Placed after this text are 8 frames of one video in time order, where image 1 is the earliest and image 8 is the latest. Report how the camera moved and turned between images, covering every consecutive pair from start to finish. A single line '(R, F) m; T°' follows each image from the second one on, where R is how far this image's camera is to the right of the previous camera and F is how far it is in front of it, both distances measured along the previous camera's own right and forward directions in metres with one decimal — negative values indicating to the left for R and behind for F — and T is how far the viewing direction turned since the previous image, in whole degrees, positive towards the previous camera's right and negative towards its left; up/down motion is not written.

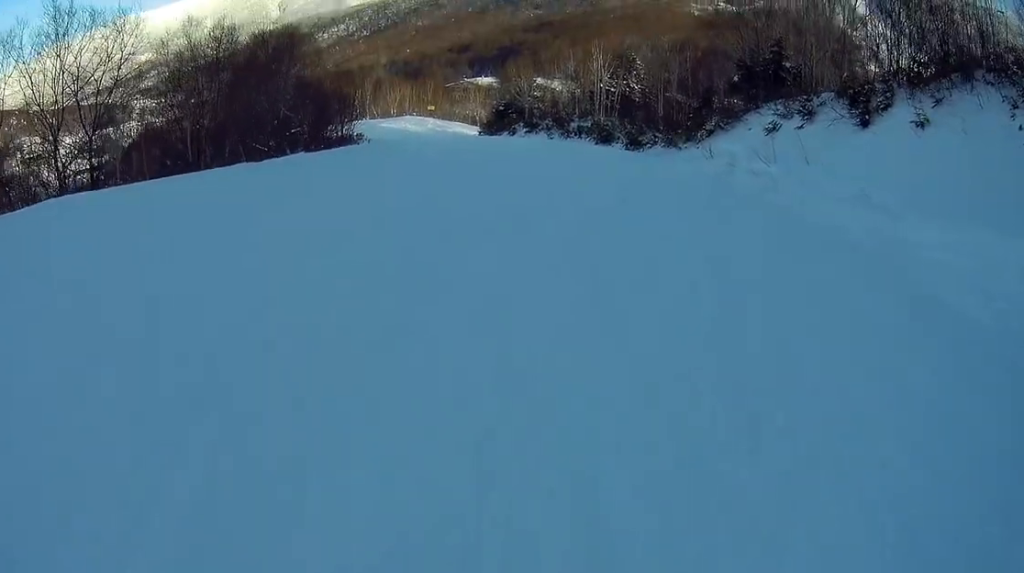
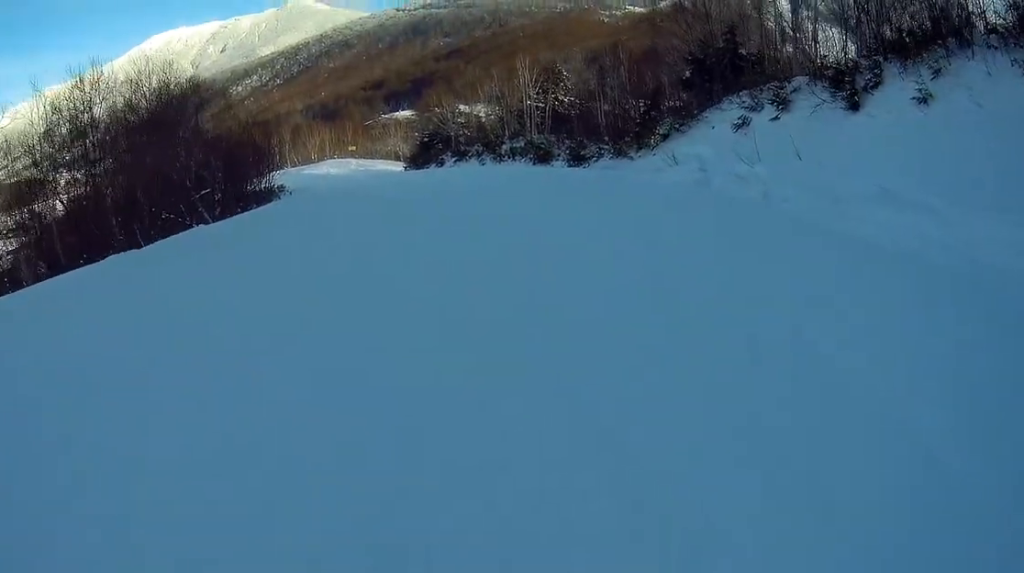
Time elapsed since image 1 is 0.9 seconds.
(+0.5, +4.5) m; +14°
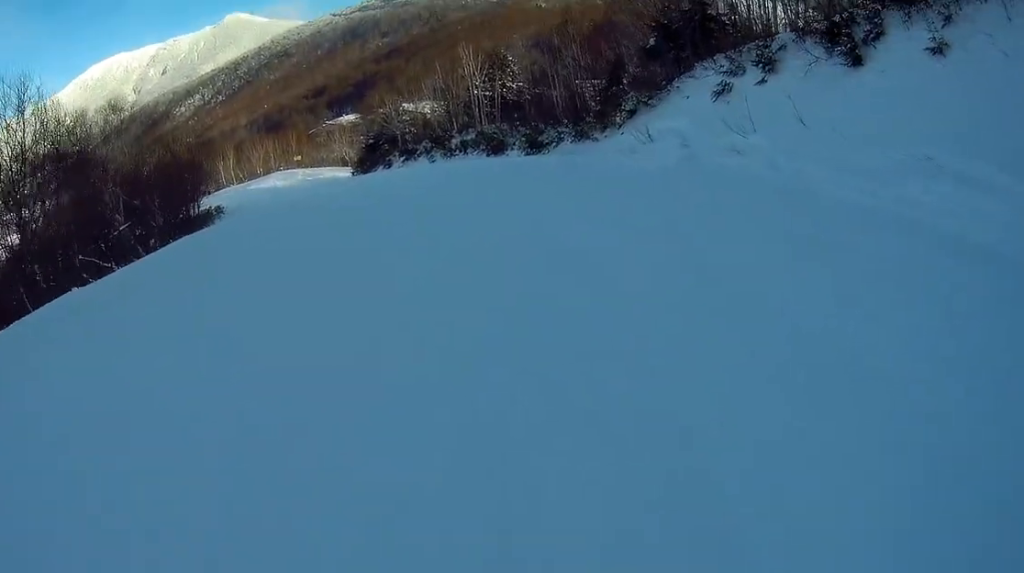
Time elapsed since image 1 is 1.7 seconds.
(+0.7, +4.2) m; +9°
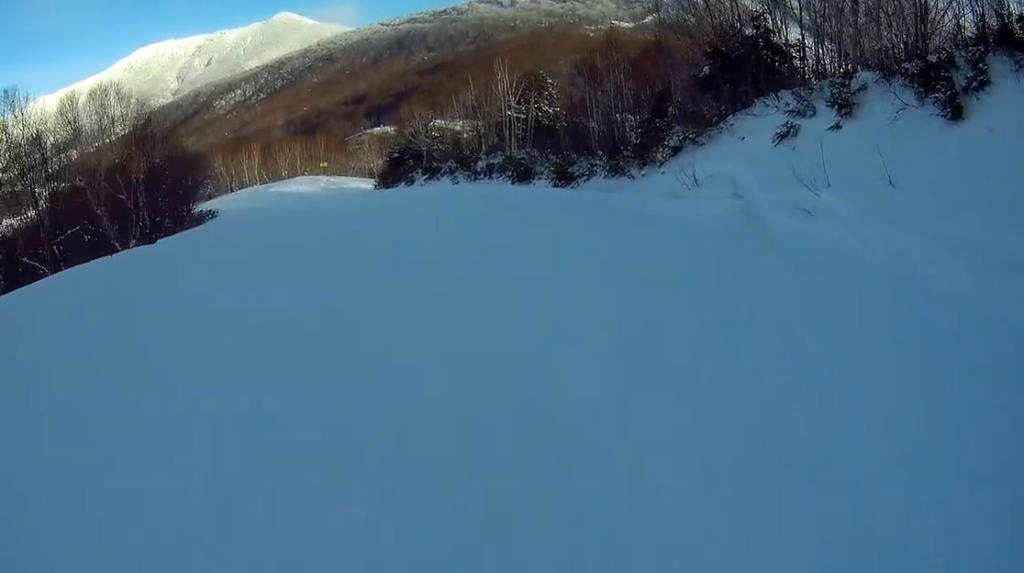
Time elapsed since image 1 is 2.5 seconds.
(0.0, +5.0) m; 0°
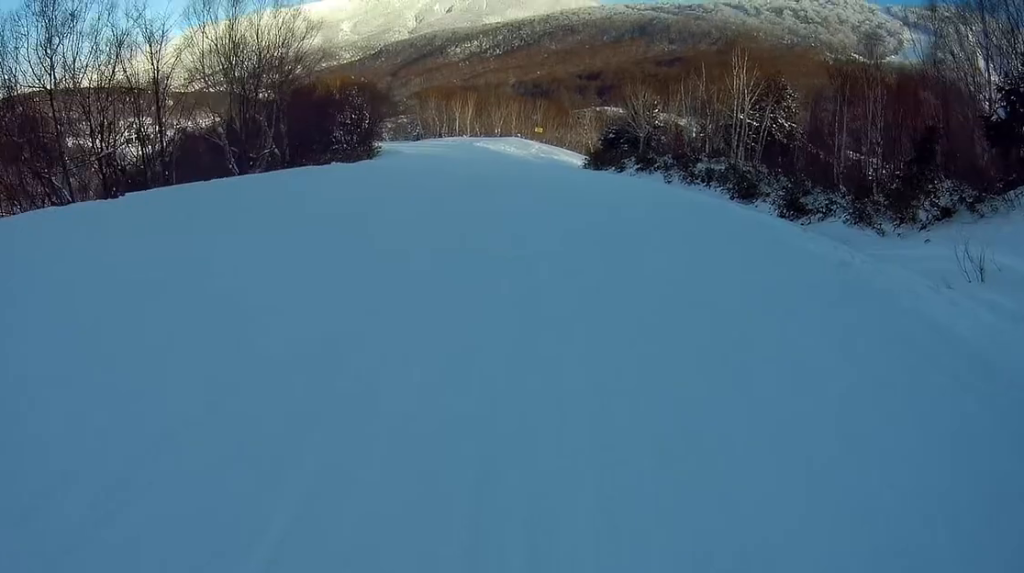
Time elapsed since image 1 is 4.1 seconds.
(-1.4, +7.9) m; -23°
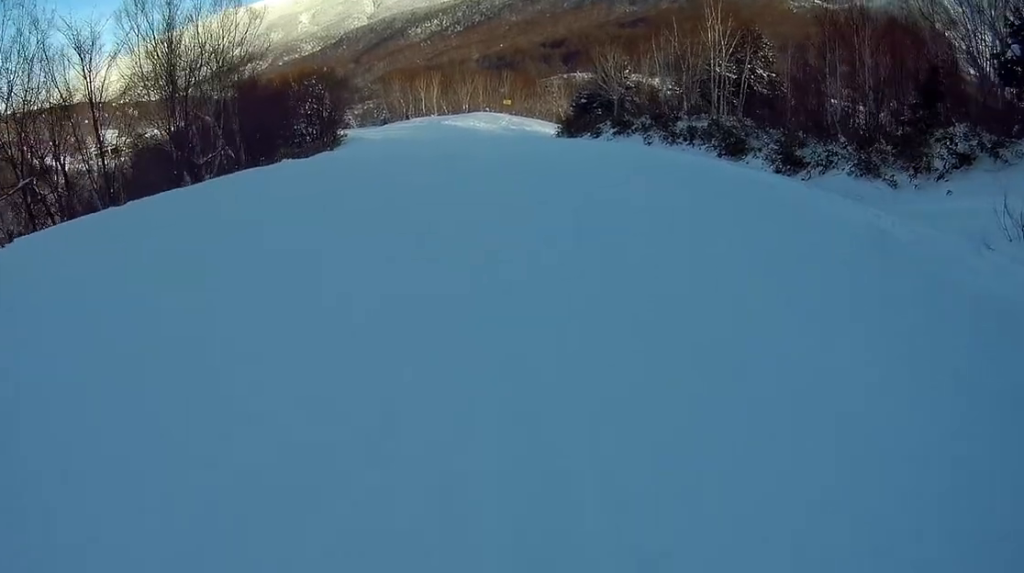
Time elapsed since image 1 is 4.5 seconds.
(-0.2, +2.3) m; -7°
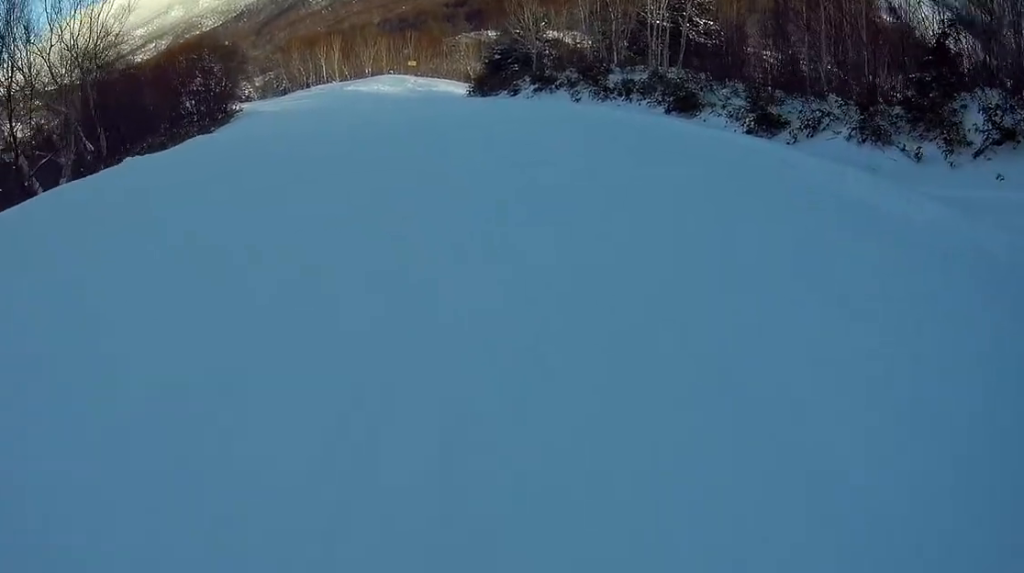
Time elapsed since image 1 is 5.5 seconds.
(-0.1, +5.1) m; 0°
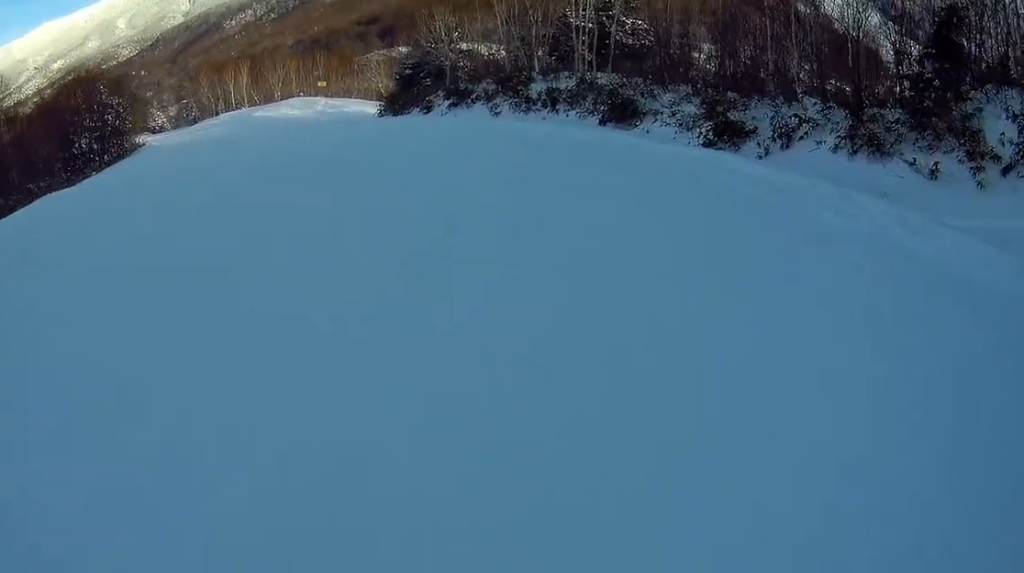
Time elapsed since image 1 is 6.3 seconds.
(+0.1, +4.2) m; +13°
